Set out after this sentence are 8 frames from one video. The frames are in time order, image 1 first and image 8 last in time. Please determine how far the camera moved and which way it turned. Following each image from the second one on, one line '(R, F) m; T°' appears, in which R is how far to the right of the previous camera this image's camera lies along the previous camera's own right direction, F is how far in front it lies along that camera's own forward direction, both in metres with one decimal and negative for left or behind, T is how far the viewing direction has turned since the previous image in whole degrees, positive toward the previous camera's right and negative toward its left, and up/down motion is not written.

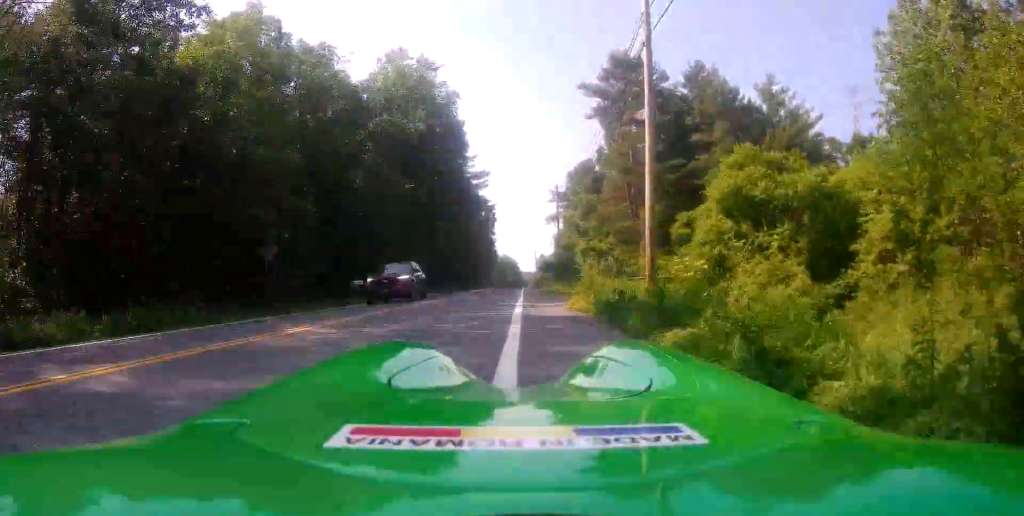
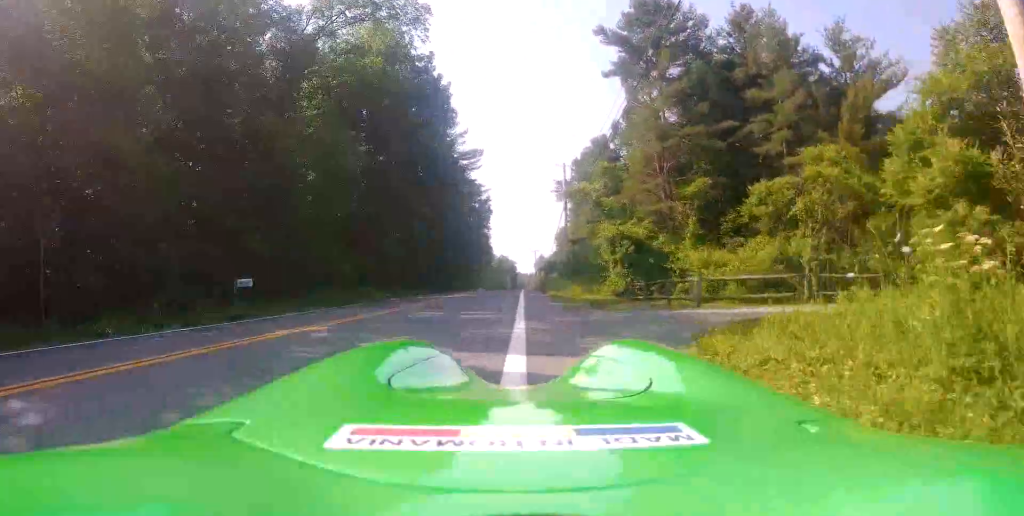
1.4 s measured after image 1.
(+0.4, +12.3) m; +2°
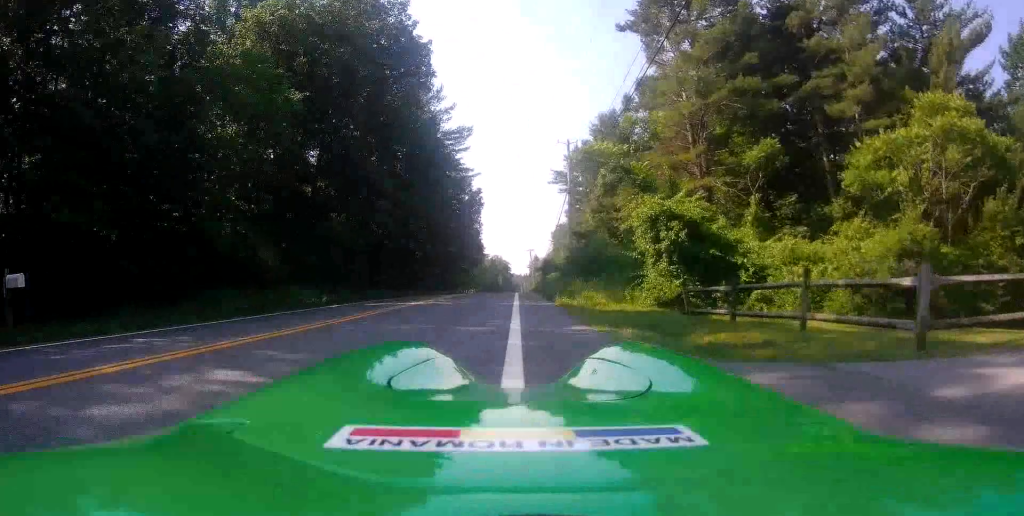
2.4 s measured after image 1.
(-0.1, +9.5) m; -1°
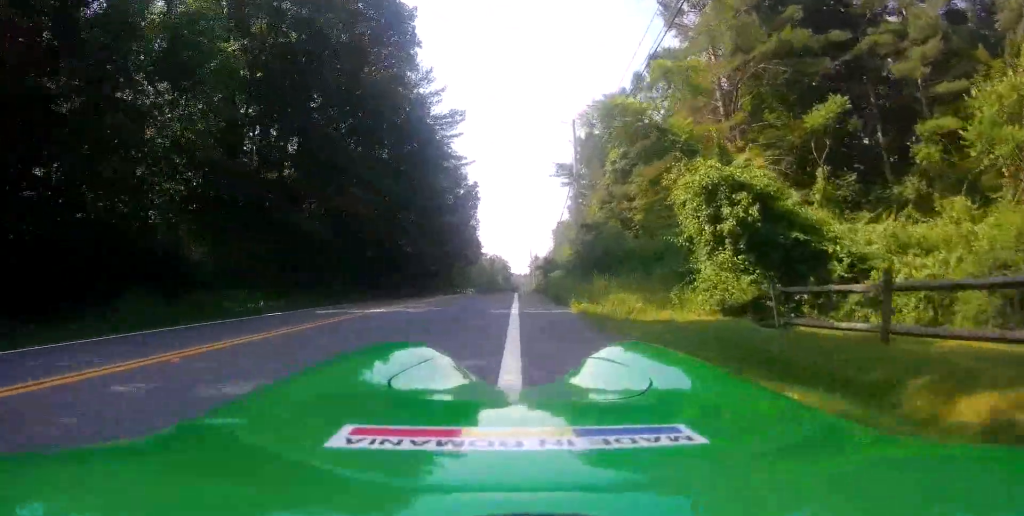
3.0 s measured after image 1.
(0.0, +5.5) m; -1°
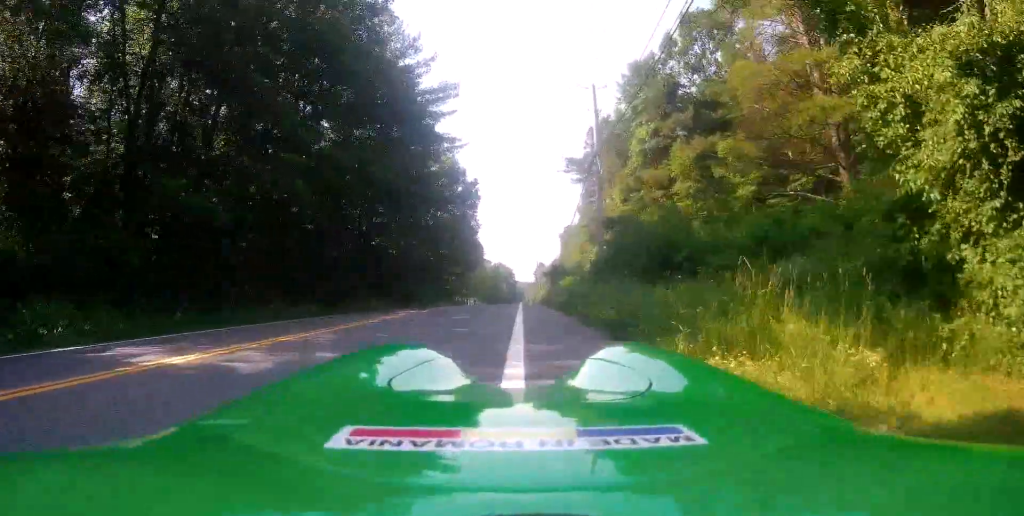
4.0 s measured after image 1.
(-0.1, +8.6) m; +1°
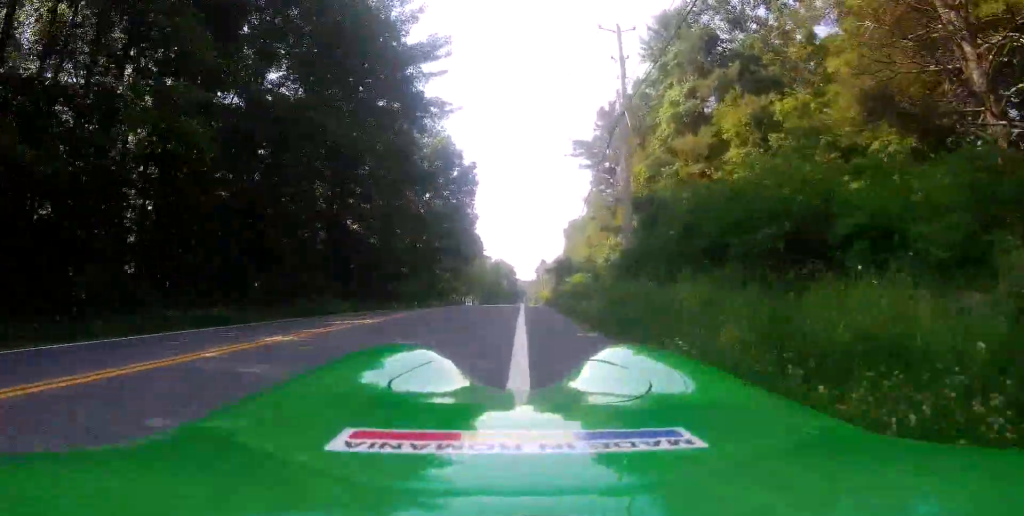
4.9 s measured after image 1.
(+0.1, +6.8) m; -1°
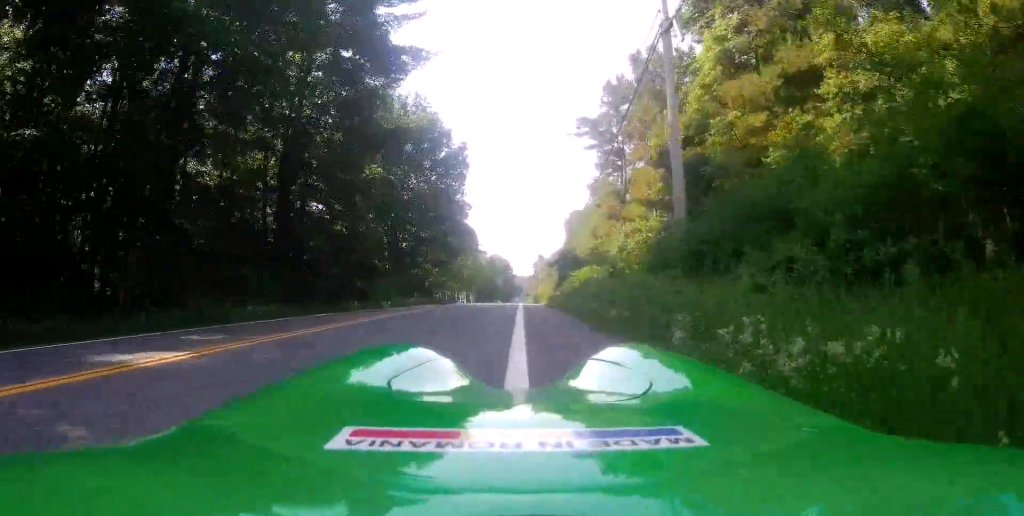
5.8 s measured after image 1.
(-0.1, +7.4) m; -4°
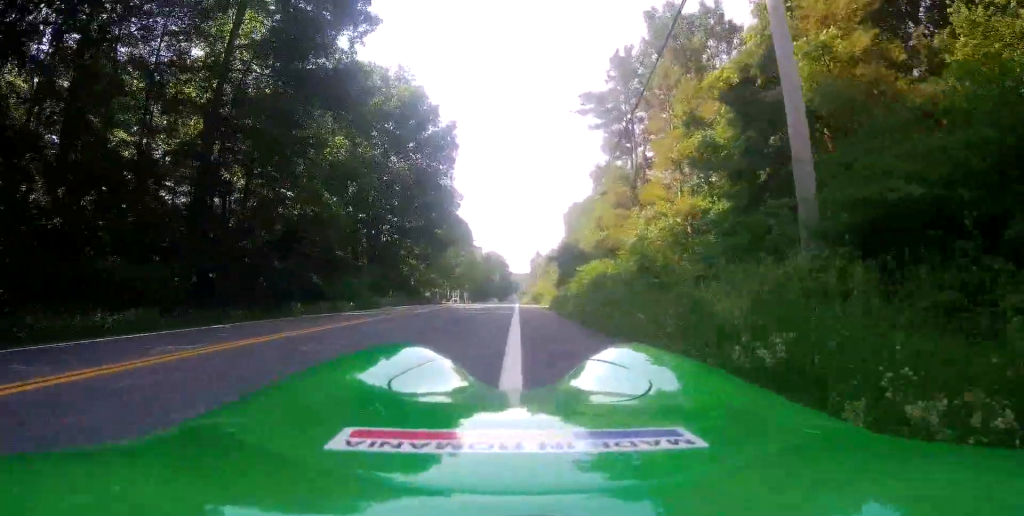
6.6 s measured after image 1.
(-0.6, +7.0) m; -3°
